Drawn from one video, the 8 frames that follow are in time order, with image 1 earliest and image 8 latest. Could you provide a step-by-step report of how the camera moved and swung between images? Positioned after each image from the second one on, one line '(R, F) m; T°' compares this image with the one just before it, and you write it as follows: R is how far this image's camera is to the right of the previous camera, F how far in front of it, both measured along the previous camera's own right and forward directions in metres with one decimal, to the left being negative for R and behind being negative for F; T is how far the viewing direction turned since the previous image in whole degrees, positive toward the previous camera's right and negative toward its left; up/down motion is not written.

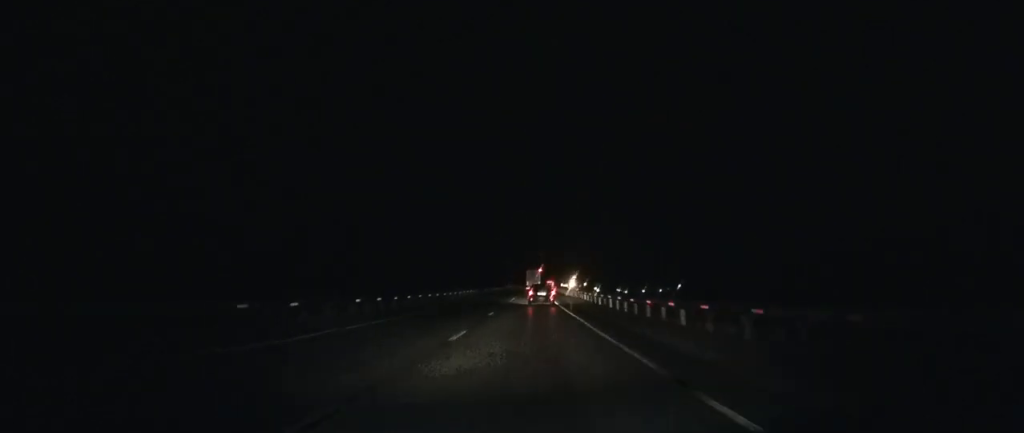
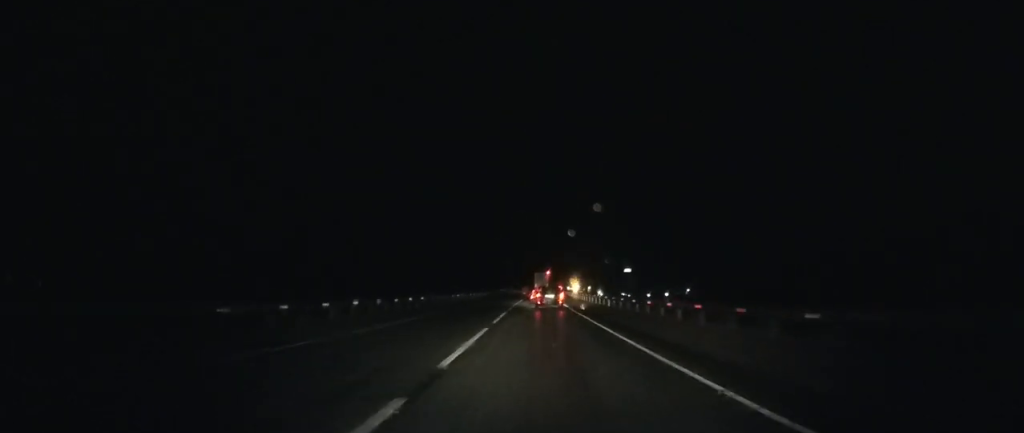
(-0.2, +45.6) m; 0°
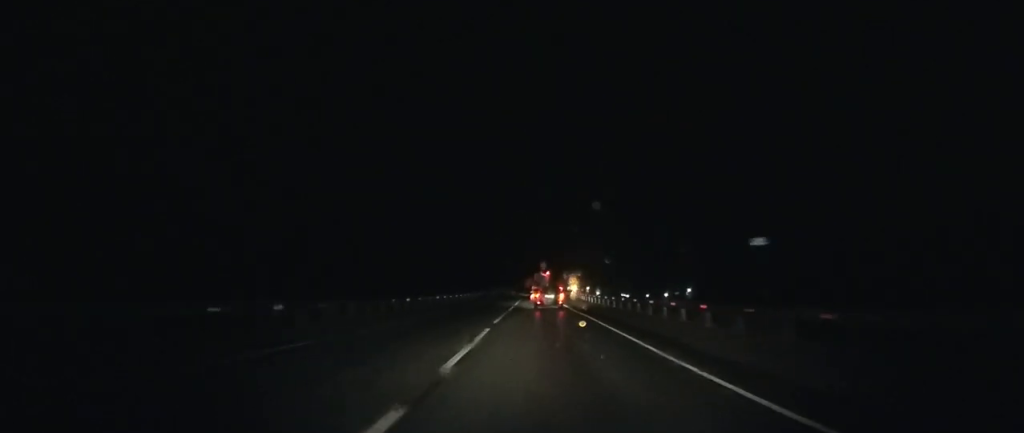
(+0.1, +24.0) m; 0°
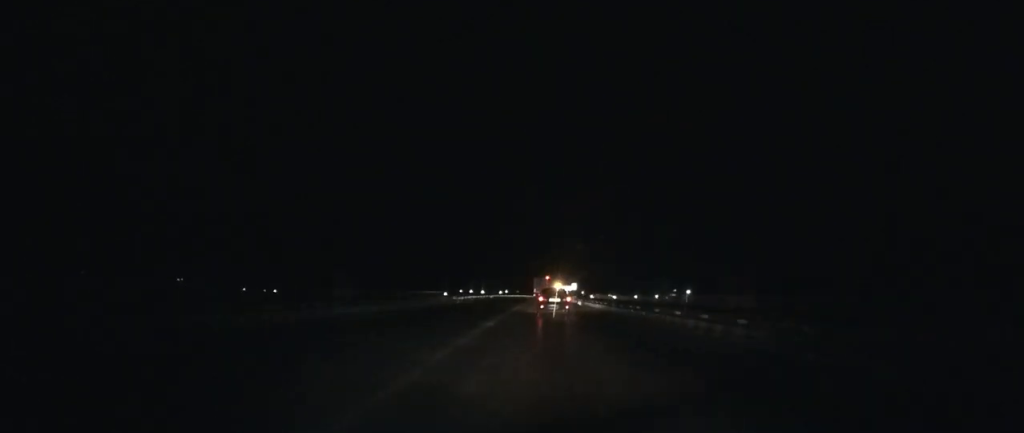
(+1.8, +105.9) m; +2°
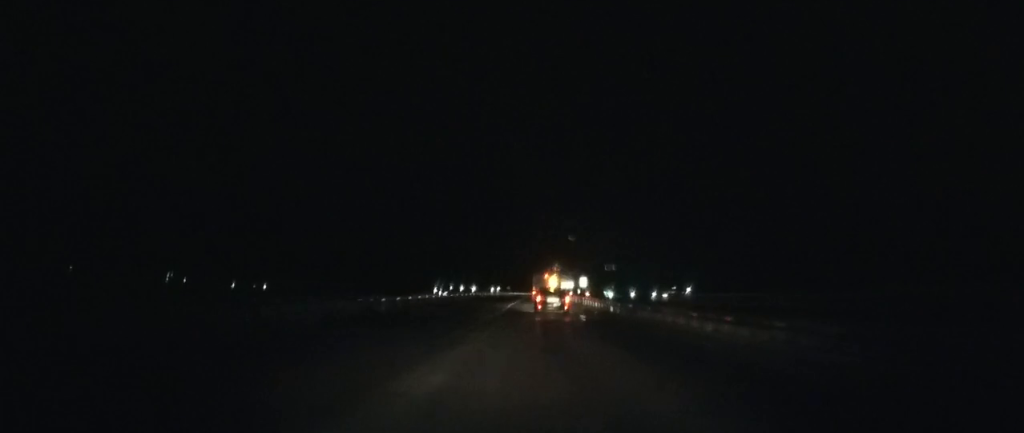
(+0.1, +29.5) m; 0°
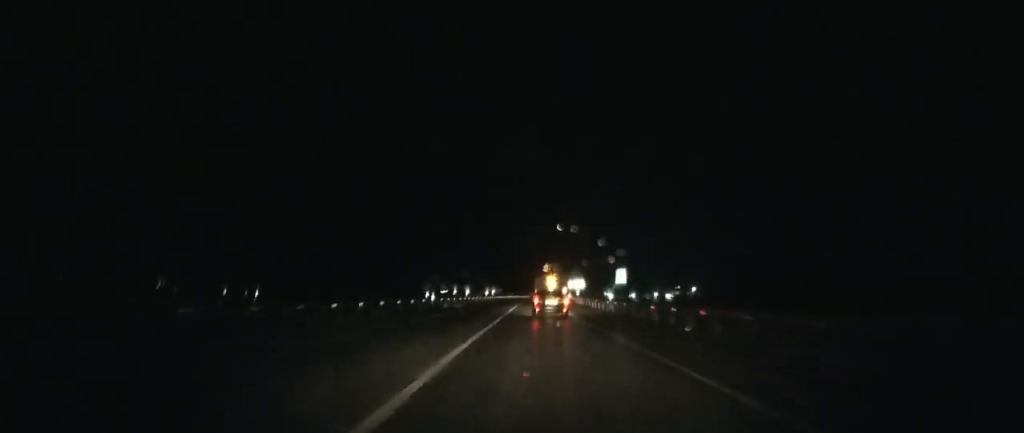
(+0.1, +33.3) m; 0°
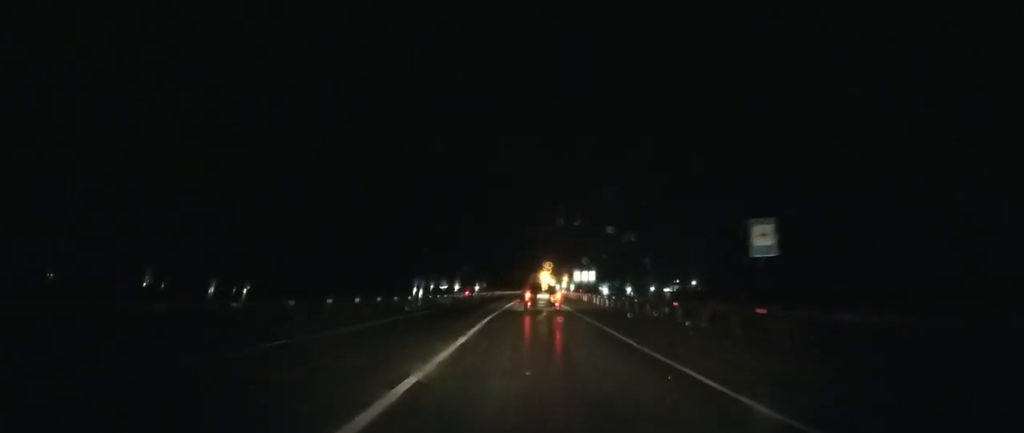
(+0.1, +29.0) m; 0°
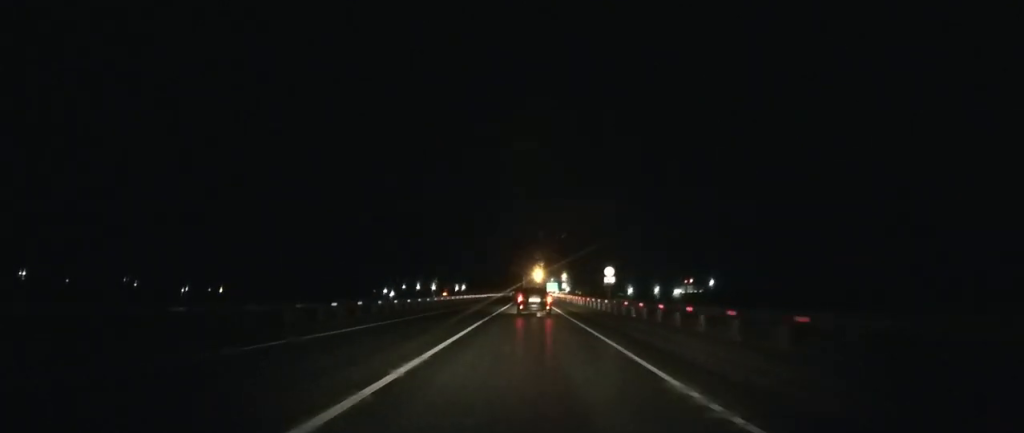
(+0.8, +91.9) m; +1°
